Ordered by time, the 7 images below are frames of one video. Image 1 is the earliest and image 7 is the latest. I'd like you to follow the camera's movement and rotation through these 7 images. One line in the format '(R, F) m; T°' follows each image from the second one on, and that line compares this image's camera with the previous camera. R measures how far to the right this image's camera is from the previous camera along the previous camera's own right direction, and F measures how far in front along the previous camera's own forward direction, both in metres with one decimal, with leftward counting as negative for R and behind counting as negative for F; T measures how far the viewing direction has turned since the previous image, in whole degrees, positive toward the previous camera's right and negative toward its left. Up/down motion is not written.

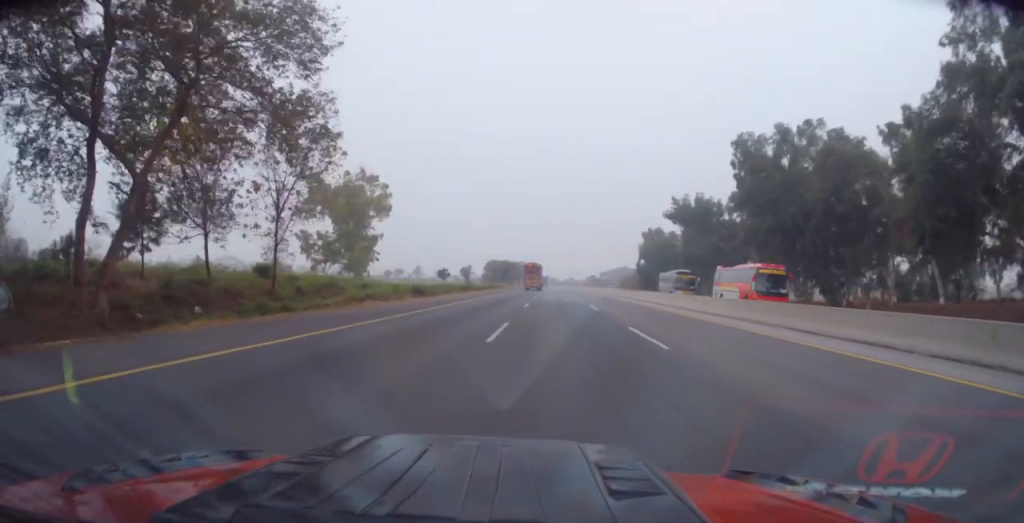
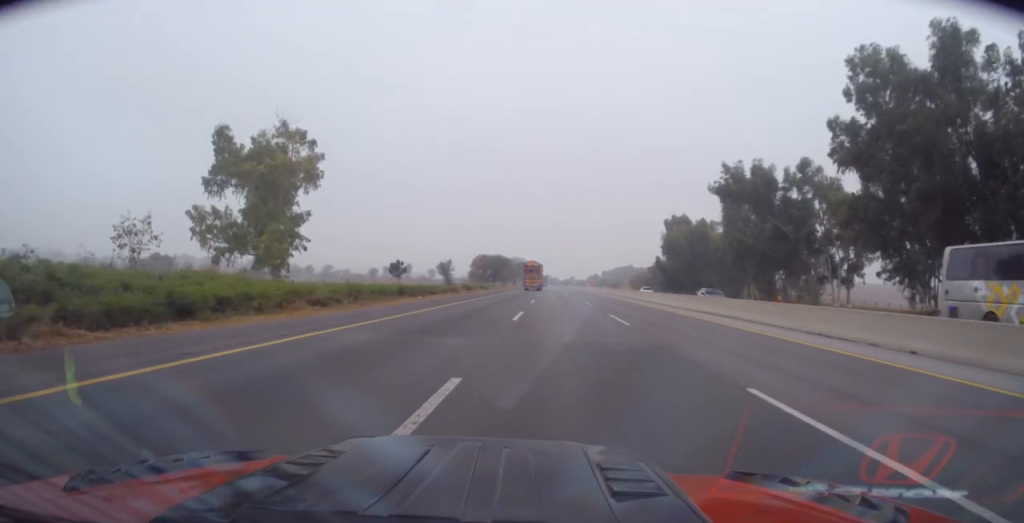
(+0.1, +28.6) m; +1°
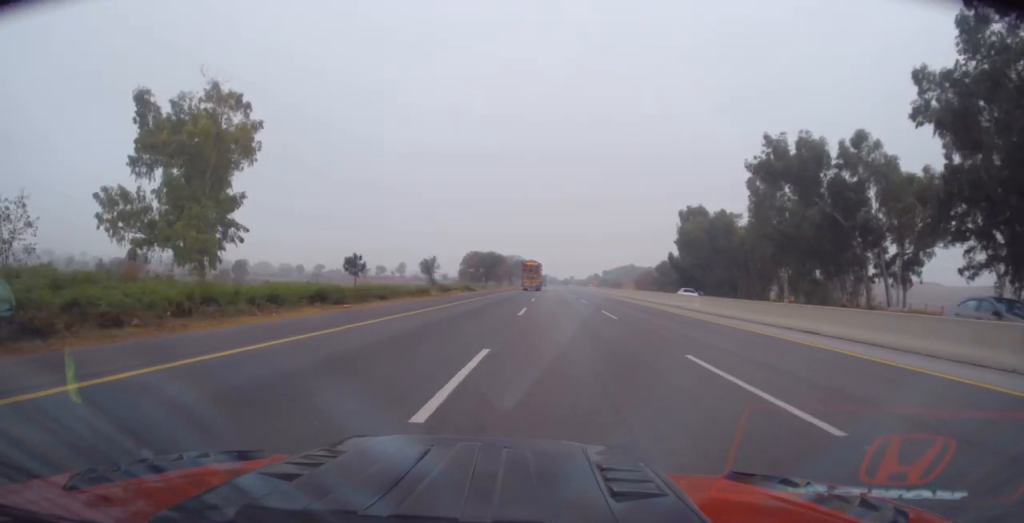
(+0.1, +14.4) m; 0°
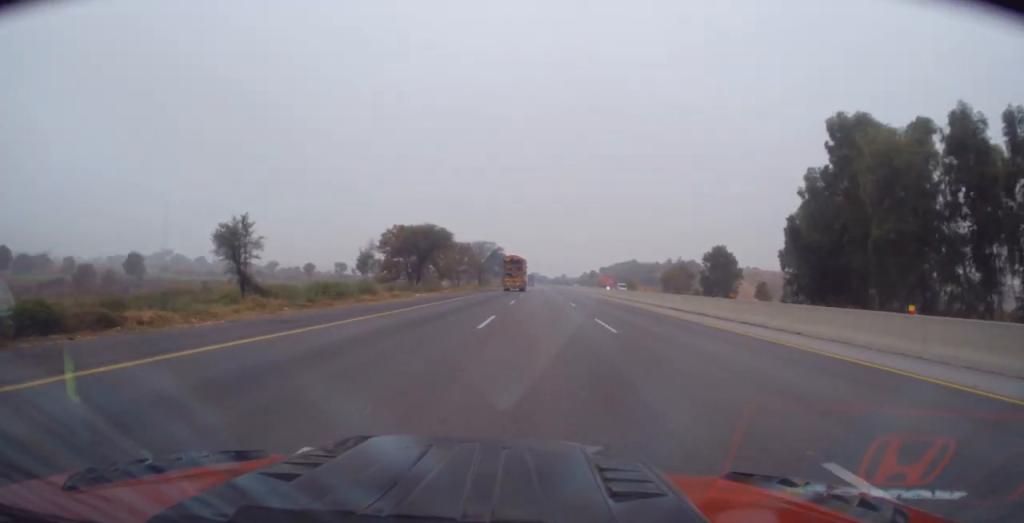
(0.0, +61.2) m; +1°
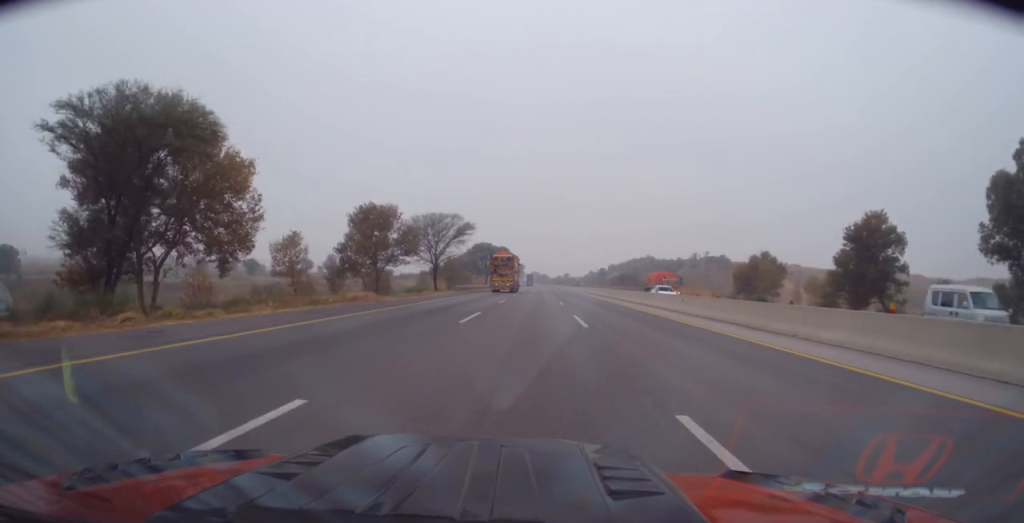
(-0.7, +52.2) m; -1°
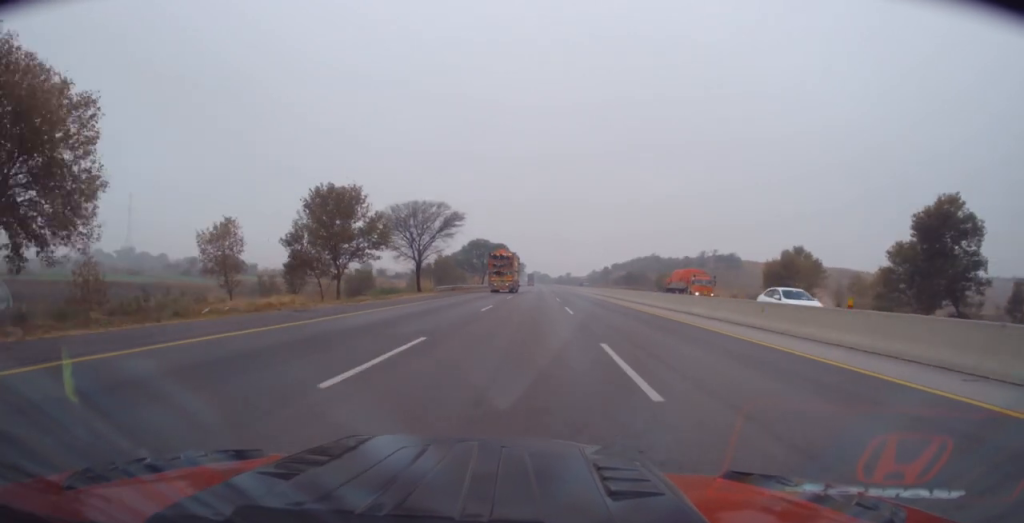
(+0.3, +11.2) m; 0°
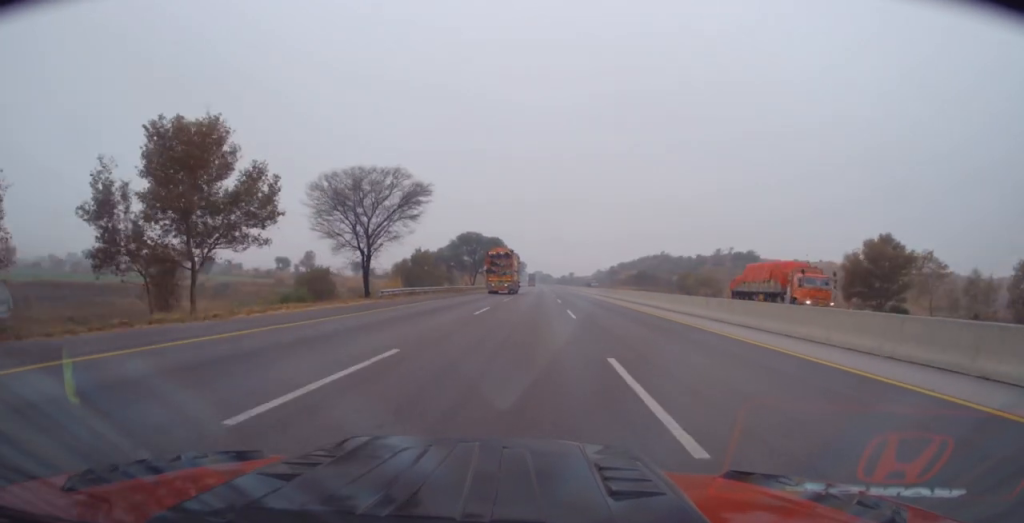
(+0.1, +20.1) m; 0°
